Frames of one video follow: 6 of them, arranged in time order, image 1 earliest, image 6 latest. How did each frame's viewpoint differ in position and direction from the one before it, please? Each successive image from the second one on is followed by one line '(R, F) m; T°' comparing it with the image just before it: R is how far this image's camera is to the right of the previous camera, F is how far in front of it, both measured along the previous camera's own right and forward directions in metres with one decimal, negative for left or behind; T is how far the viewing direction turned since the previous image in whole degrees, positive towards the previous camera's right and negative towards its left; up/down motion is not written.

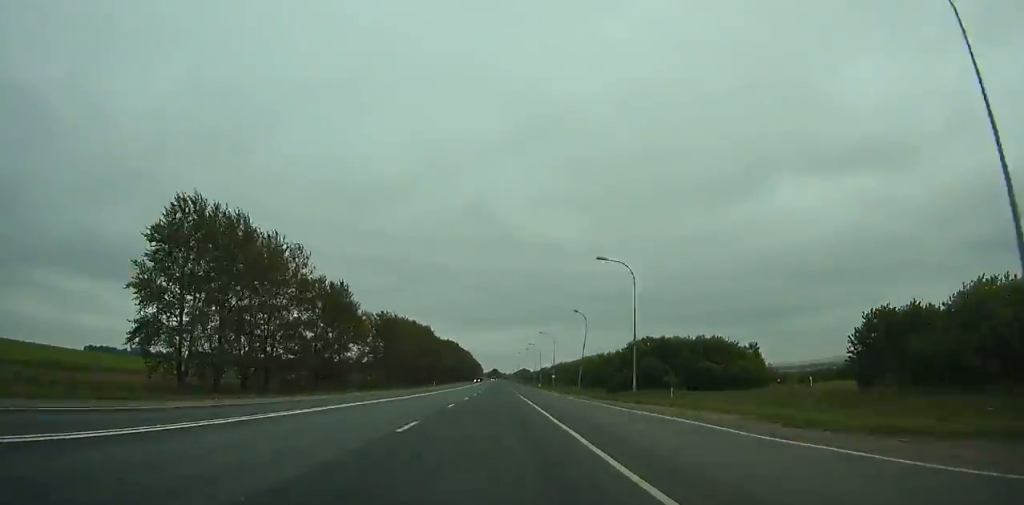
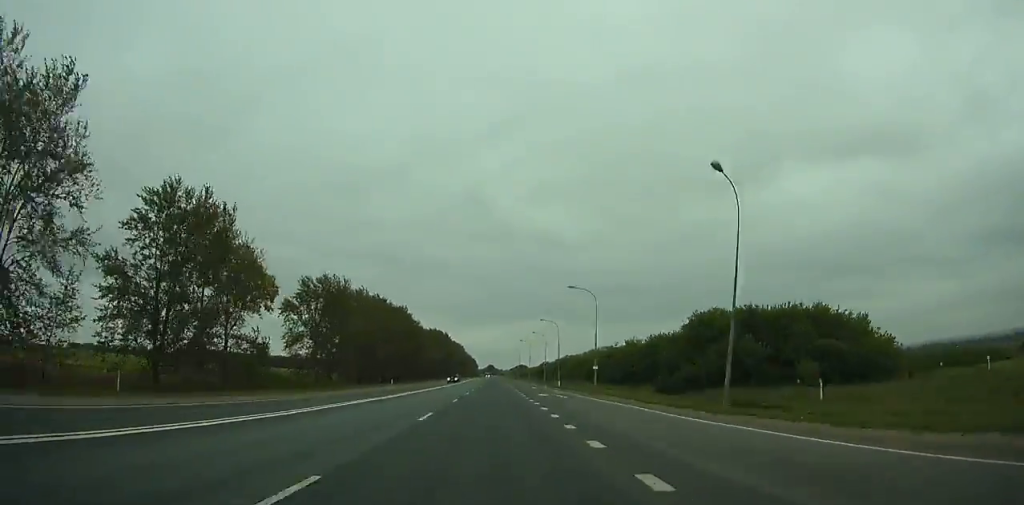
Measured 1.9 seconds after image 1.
(-0.1, +43.8) m; 0°
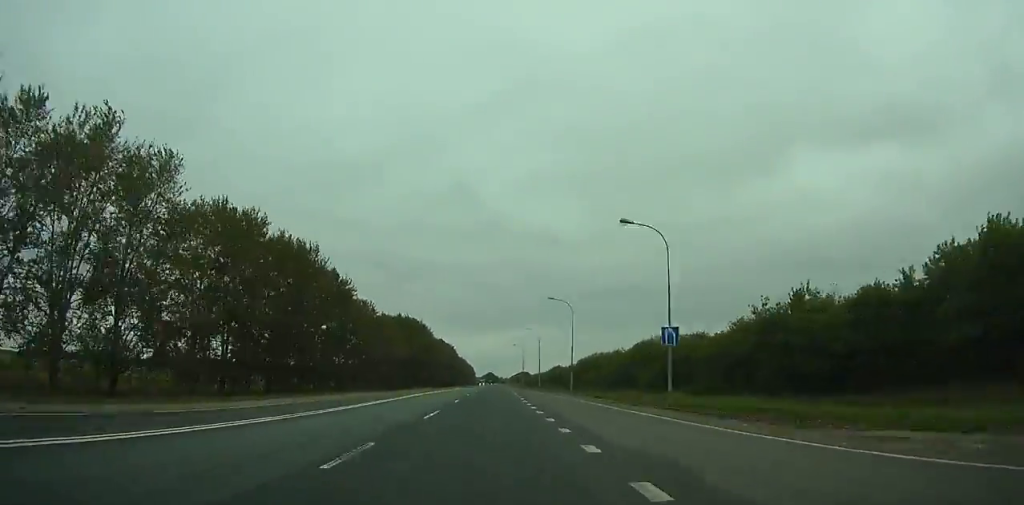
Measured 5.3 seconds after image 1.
(0.0, +79.3) m; 0°
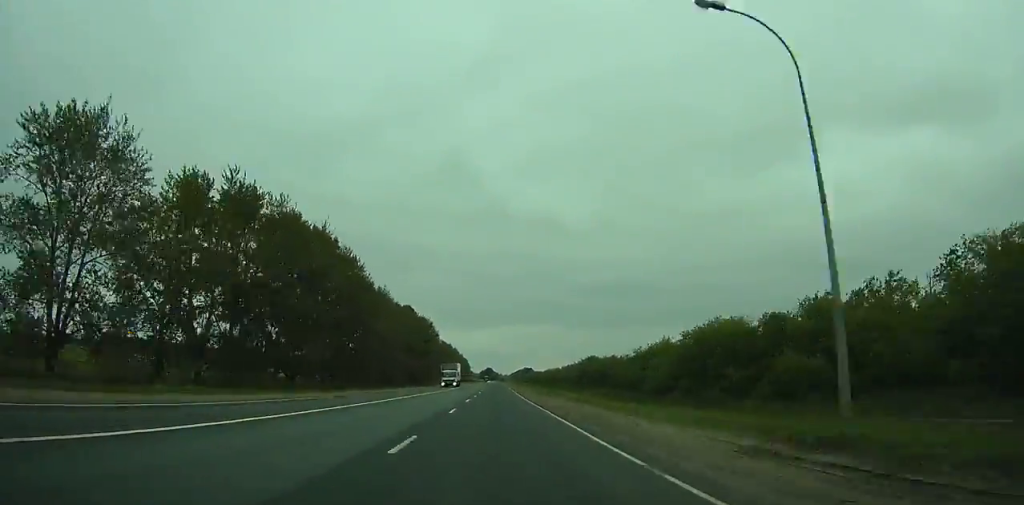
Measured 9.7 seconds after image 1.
(+0.1, +105.9) m; 0°
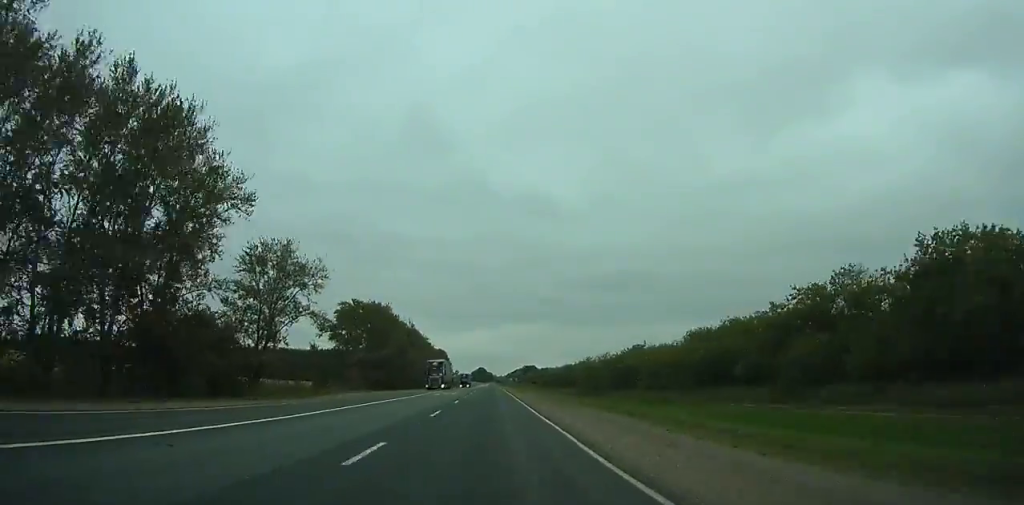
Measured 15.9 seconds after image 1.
(+0.9, +156.8) m; +1°
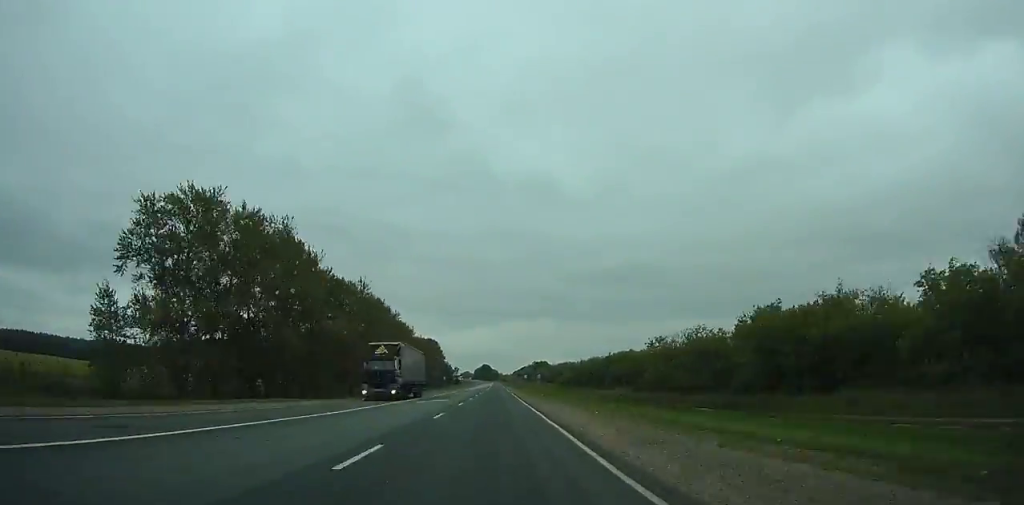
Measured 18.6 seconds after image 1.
(+0.1, +70.9) m; 0°
